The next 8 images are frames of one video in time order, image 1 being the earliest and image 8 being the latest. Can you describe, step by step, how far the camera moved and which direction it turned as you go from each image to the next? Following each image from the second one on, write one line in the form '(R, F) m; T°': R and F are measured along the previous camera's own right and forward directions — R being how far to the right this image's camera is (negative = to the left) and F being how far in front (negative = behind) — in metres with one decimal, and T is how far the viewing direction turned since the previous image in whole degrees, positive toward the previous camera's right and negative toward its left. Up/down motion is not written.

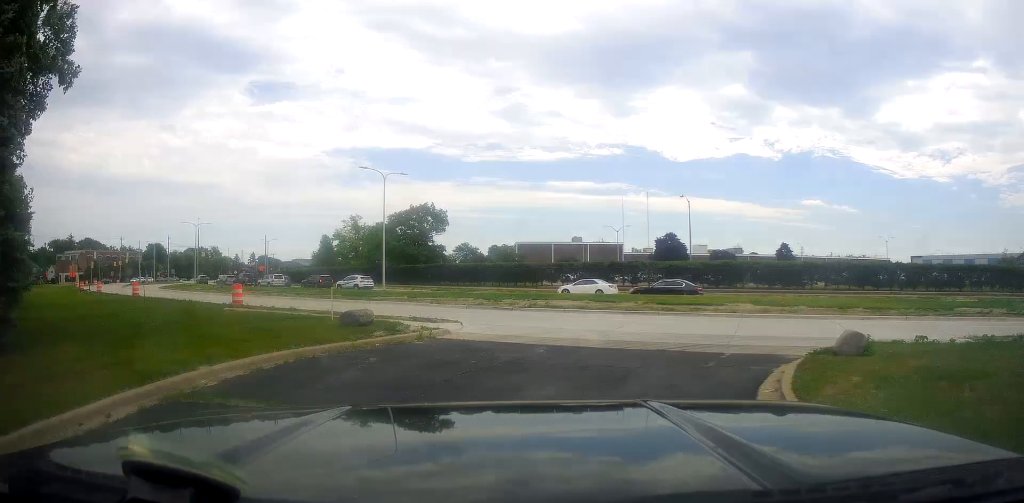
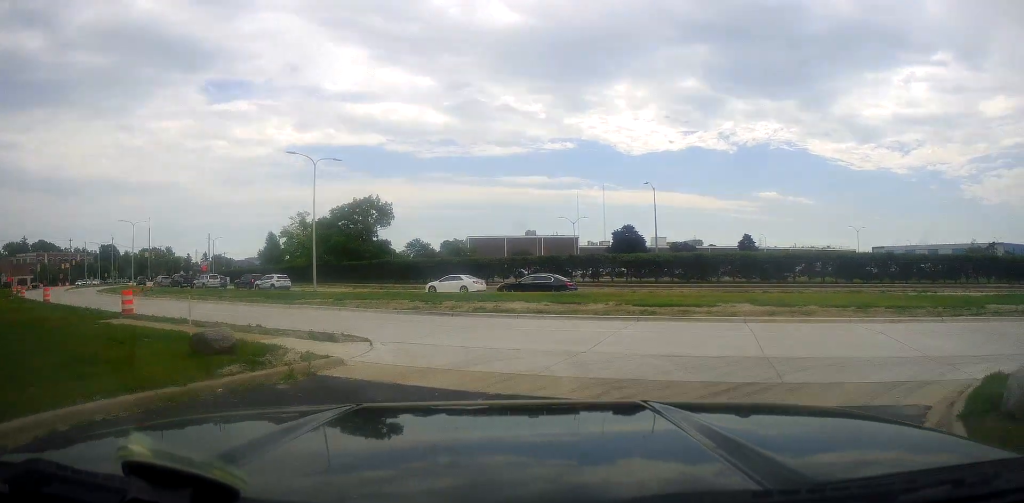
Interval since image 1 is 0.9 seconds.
(+0.4, +5.7) m; +3°
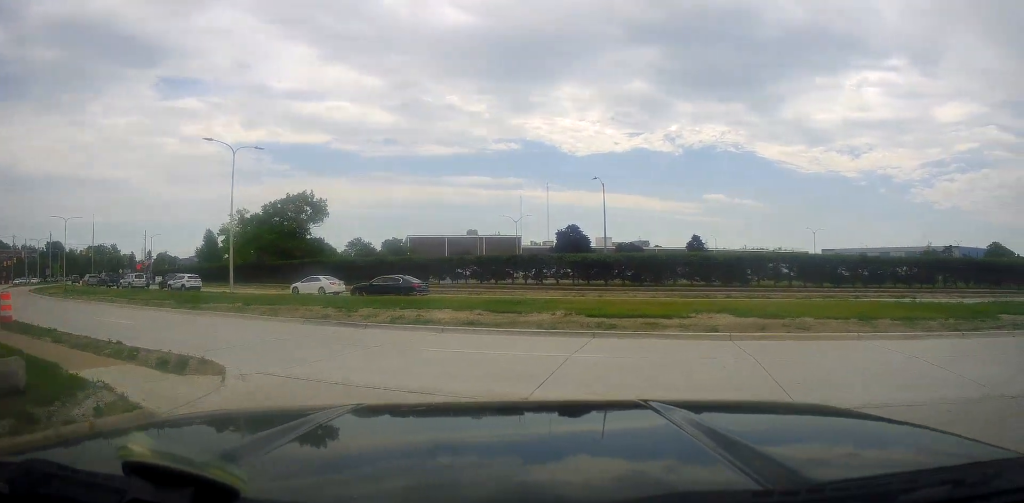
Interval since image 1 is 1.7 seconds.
(0.0, +4.3) m; +7°
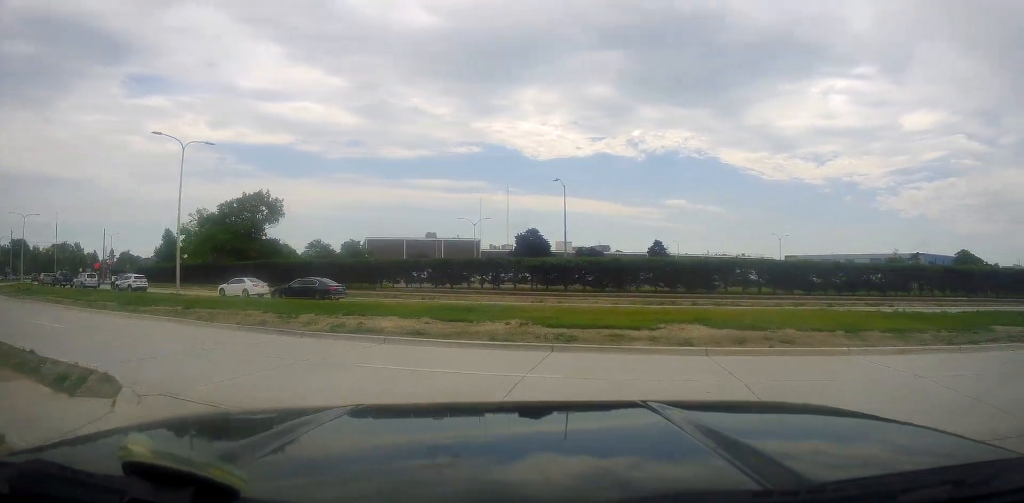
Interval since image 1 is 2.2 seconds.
(0.0, +1.8) m; +5°
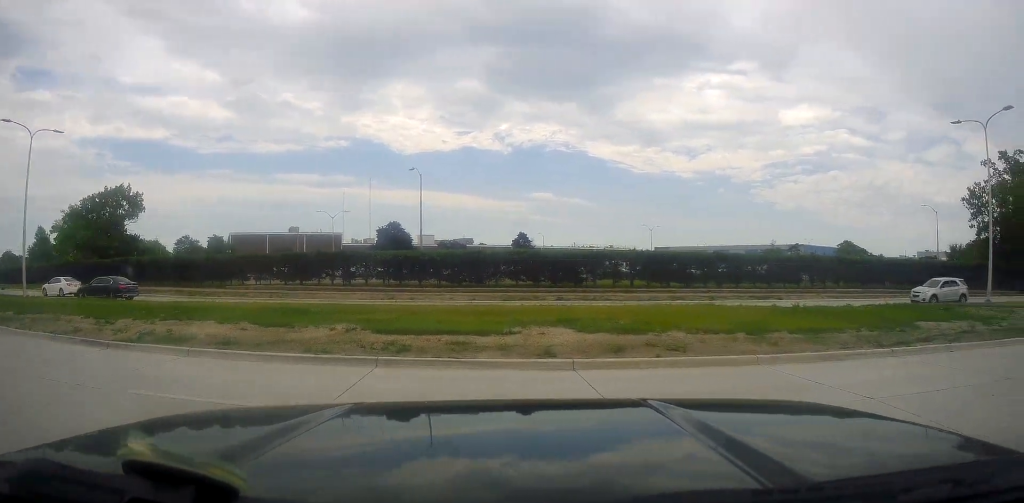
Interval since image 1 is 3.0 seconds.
(+0.5, +3.2) m; +14°
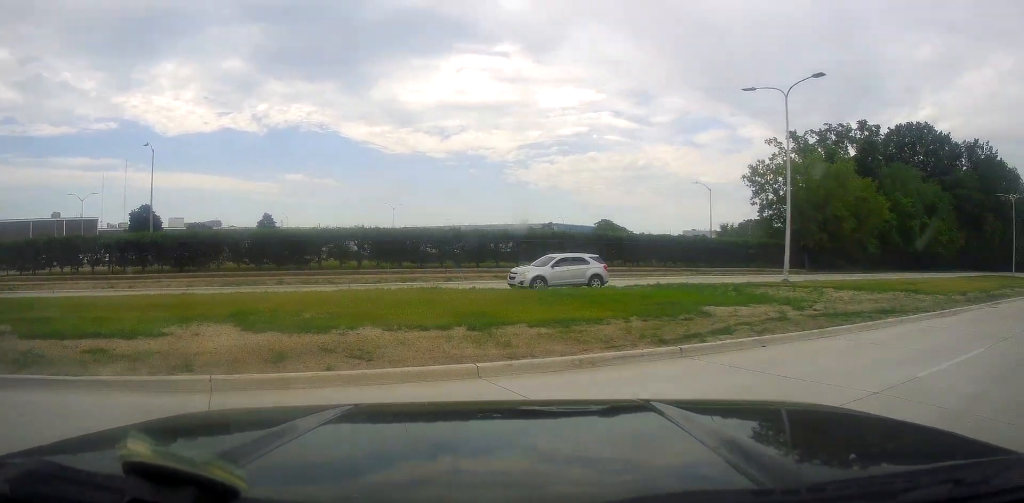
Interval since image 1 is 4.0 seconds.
(+0.2, +3.5) m; +26°
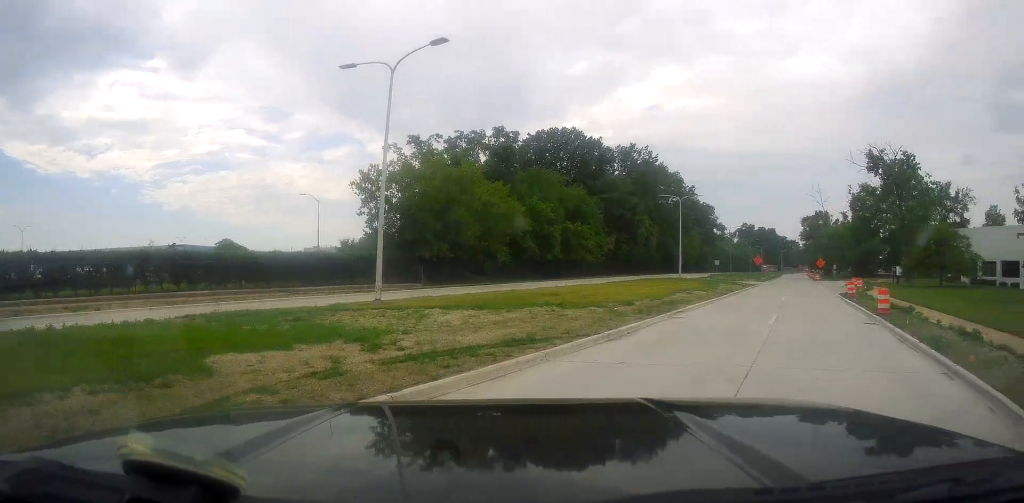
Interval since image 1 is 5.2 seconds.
(+2.1, +4.7) m; +36°
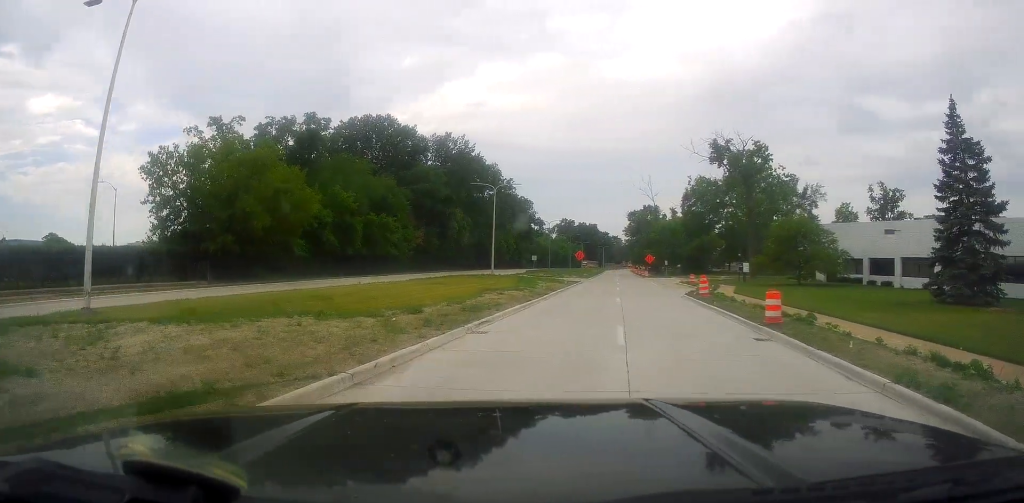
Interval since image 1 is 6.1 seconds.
(+0.8, +5.3) m; +15°
